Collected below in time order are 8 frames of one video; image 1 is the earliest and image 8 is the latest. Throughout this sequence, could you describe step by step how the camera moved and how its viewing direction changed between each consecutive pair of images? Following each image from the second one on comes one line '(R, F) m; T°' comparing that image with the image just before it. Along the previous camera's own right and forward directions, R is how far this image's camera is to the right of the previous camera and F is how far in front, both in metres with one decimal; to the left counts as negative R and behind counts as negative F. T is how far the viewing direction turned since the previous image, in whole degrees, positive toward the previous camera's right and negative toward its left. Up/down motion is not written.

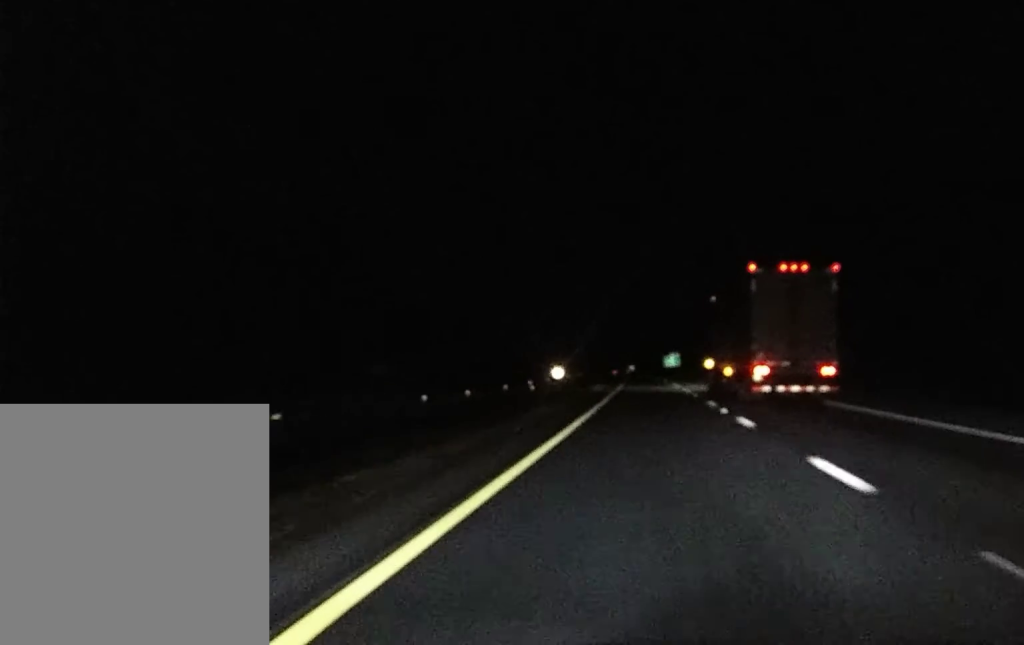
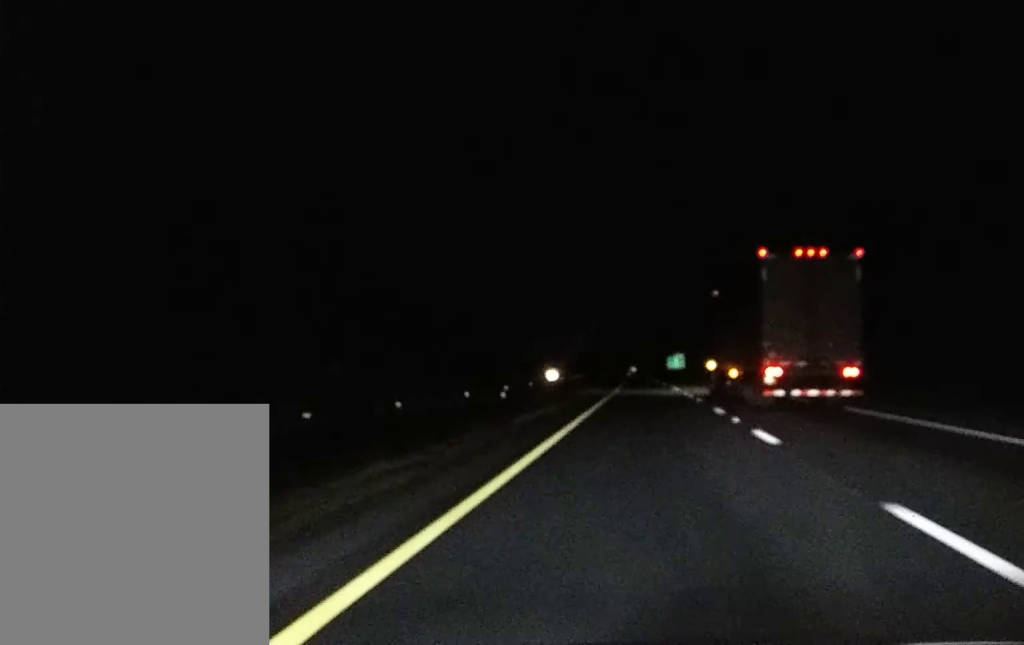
(-0.1, +25.9) m; 0°
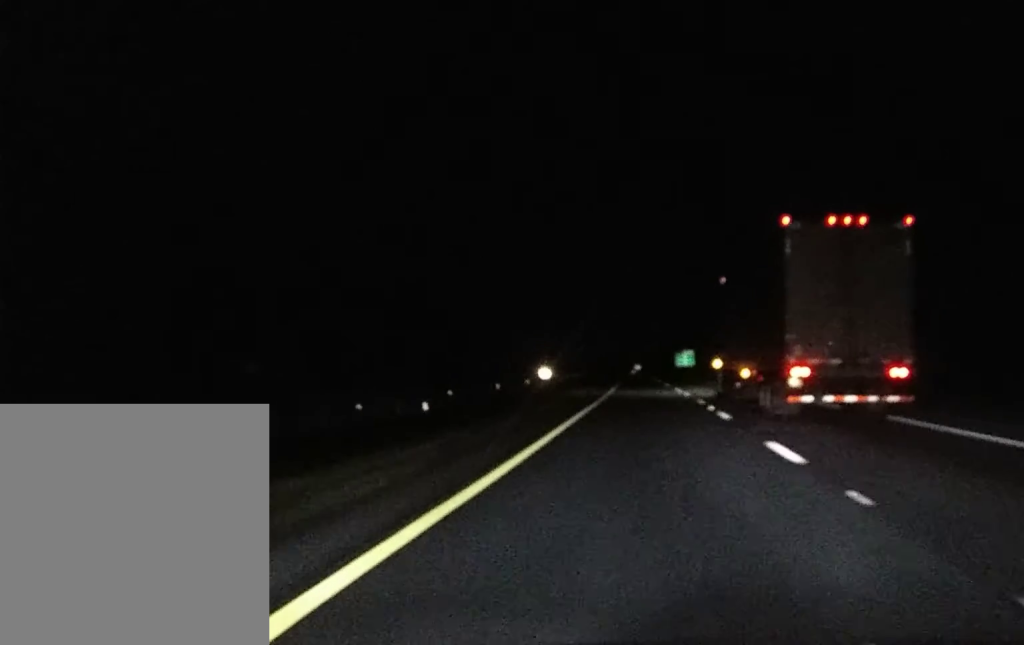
(0.0, +34.2) m; 0°
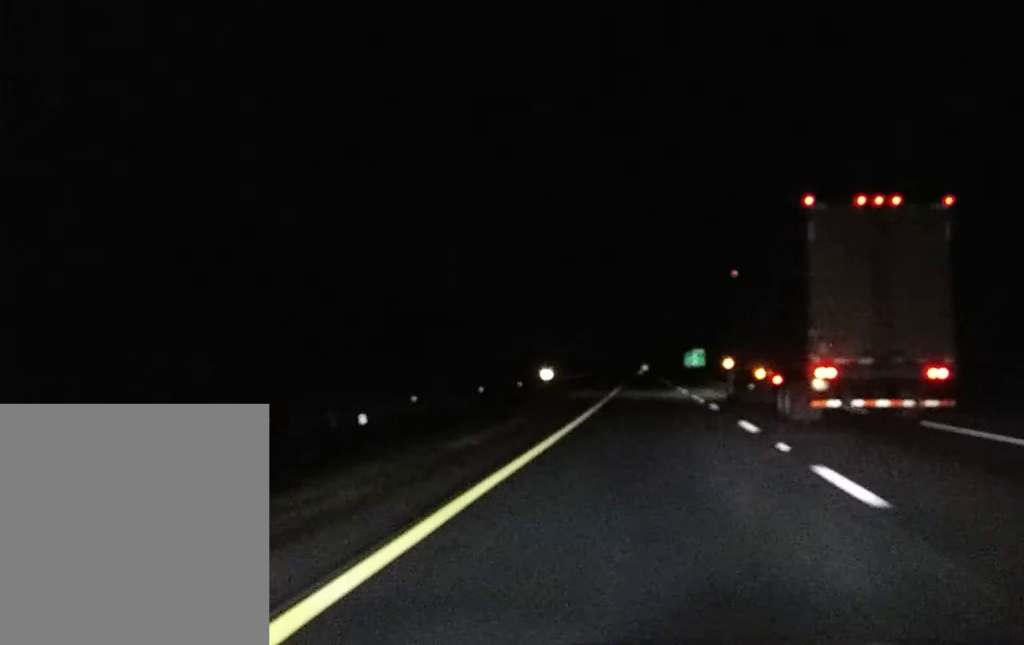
(0.0, +15.8) m; 0°
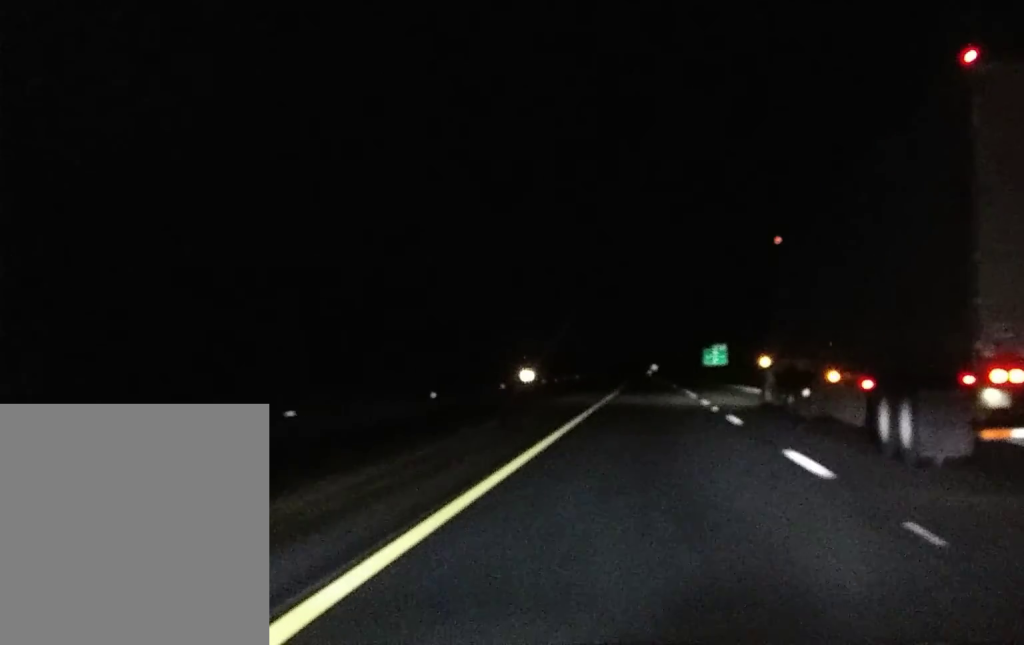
(-0.2, +64.8) m; -1°
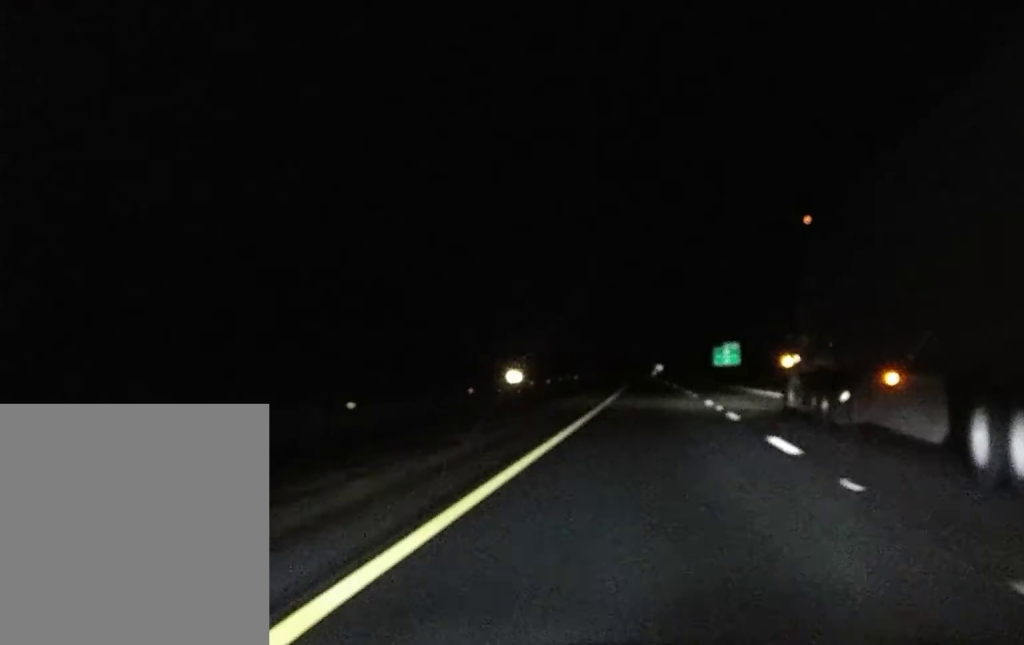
(-0.1, +26.3) m; 0°
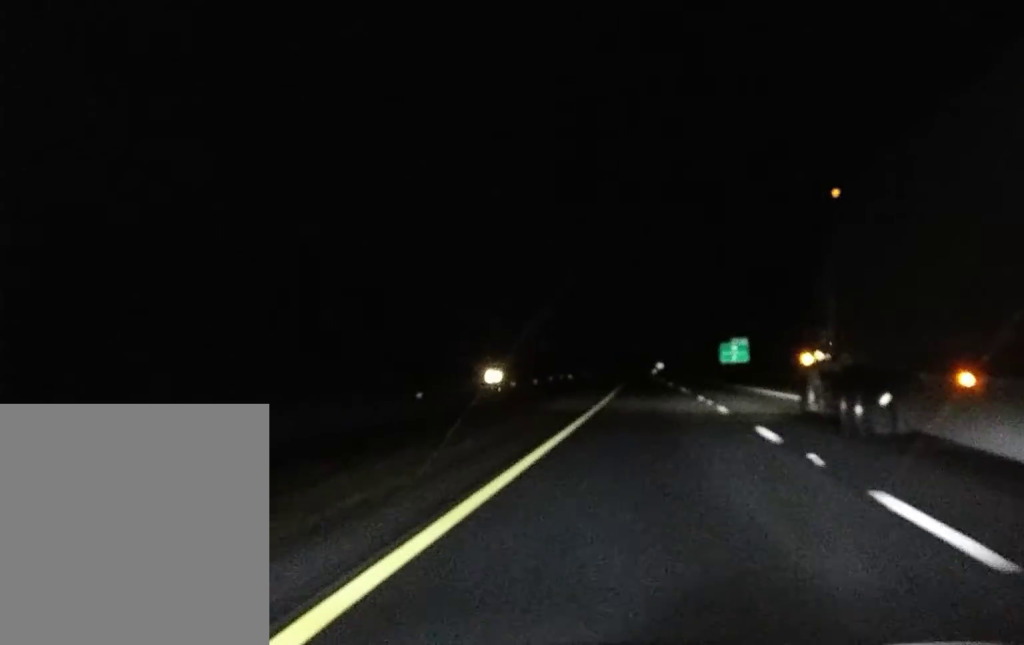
(0.0, +20.6) m; 0°
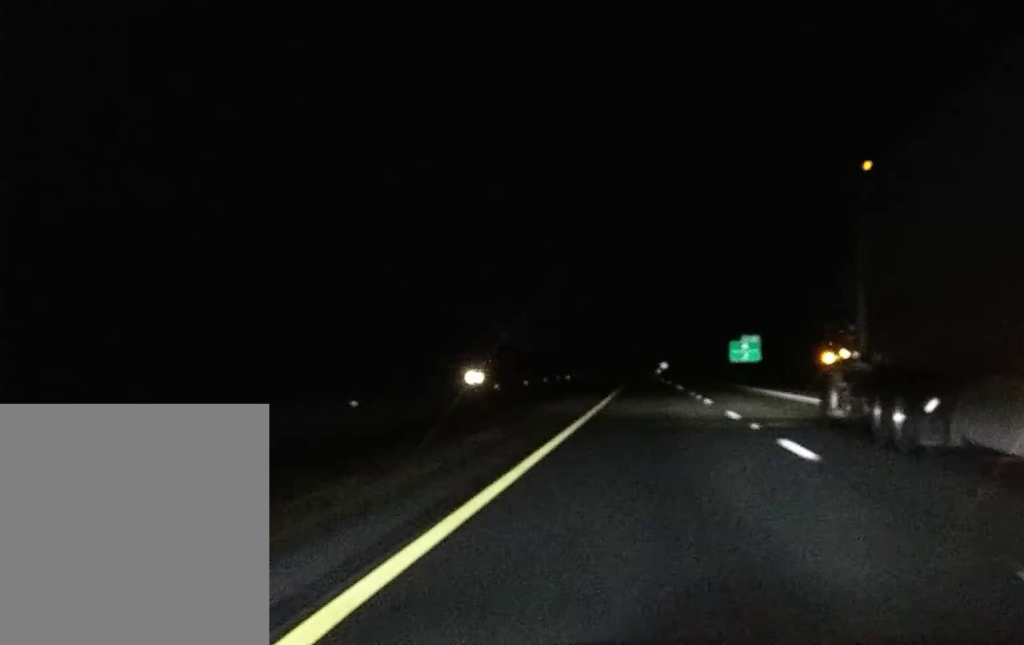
(0.0, +16.8) m; 0°
